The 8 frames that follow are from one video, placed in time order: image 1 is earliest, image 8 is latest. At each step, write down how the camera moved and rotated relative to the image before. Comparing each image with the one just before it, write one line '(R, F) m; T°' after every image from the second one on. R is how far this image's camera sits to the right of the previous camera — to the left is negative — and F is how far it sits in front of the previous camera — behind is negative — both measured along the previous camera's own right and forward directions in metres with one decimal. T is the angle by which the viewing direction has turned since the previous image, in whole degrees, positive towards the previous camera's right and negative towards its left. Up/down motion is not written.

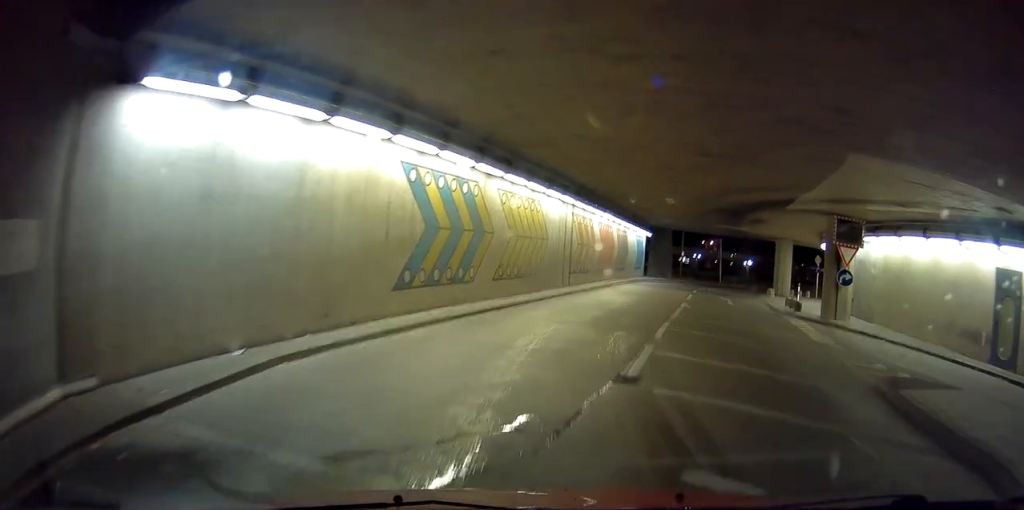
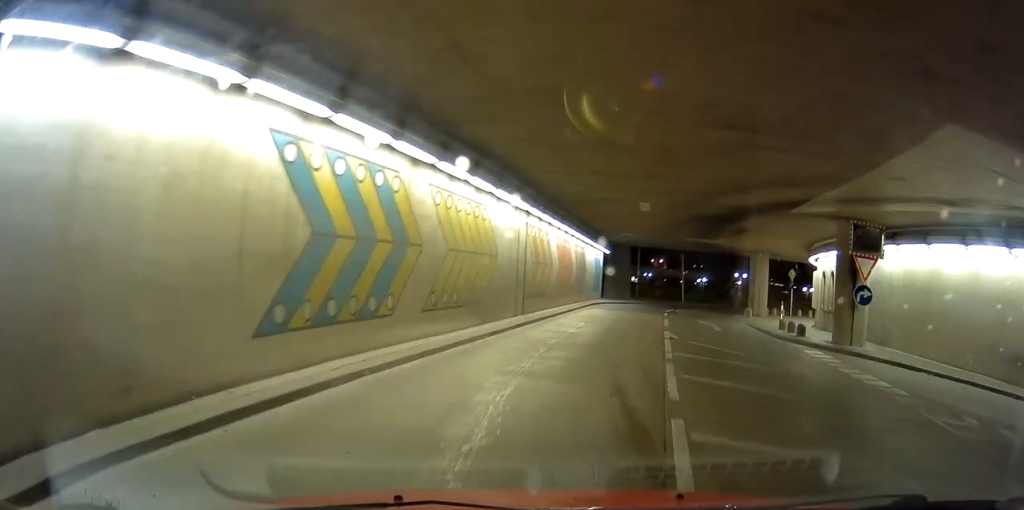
(+0.1, +3.1) m; -2°
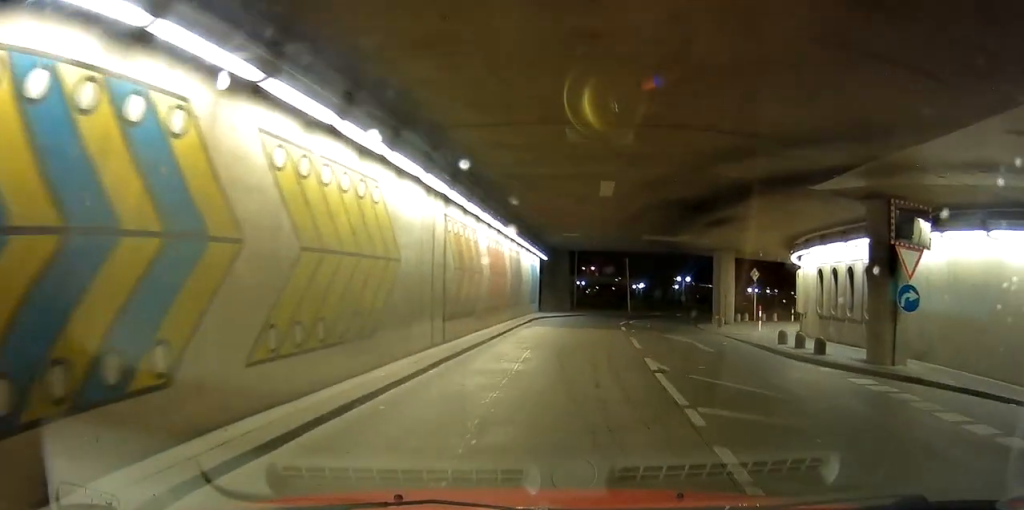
(+0.2, +3.9) m; -5°
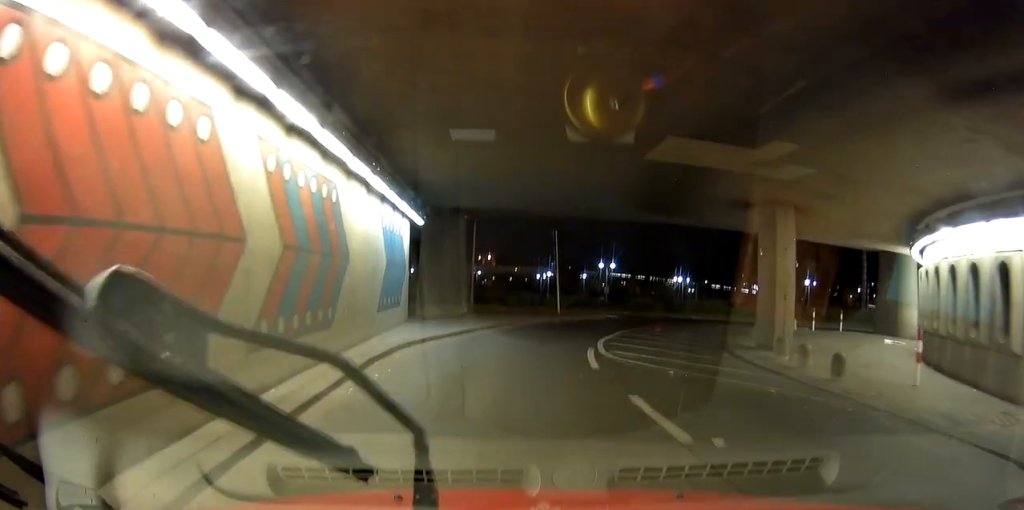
(-1.1, +12.4) m; +3°
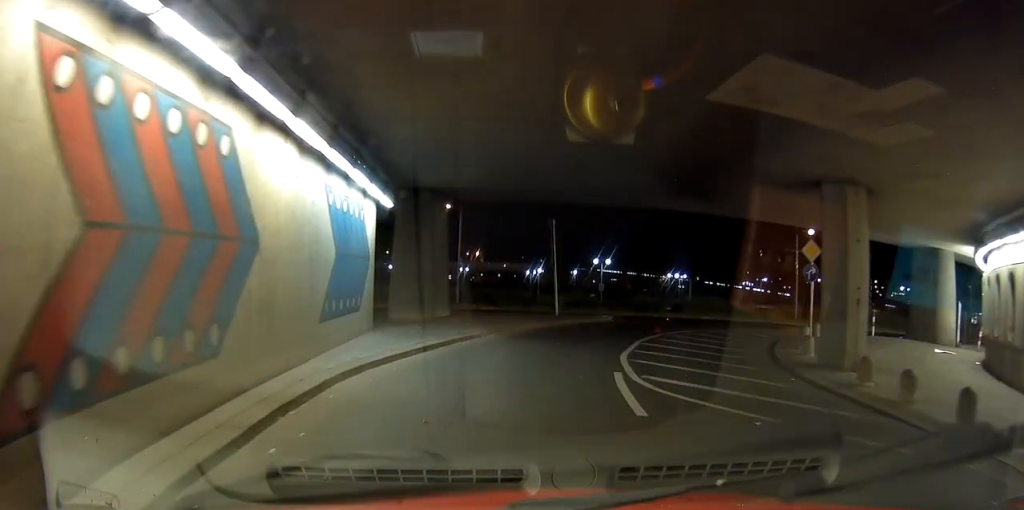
(+0.1, +3.4) m; +9°
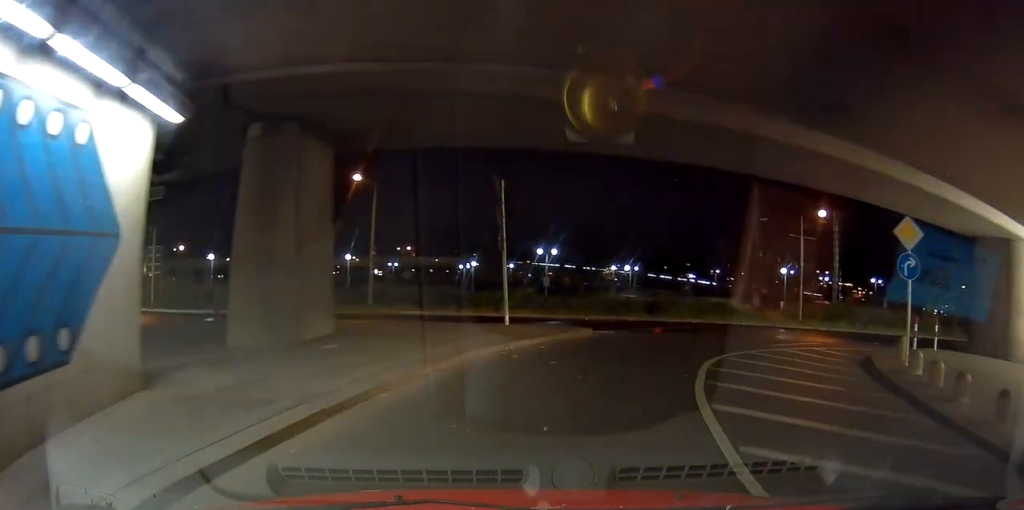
(+2.4, +7.5) m; +38°
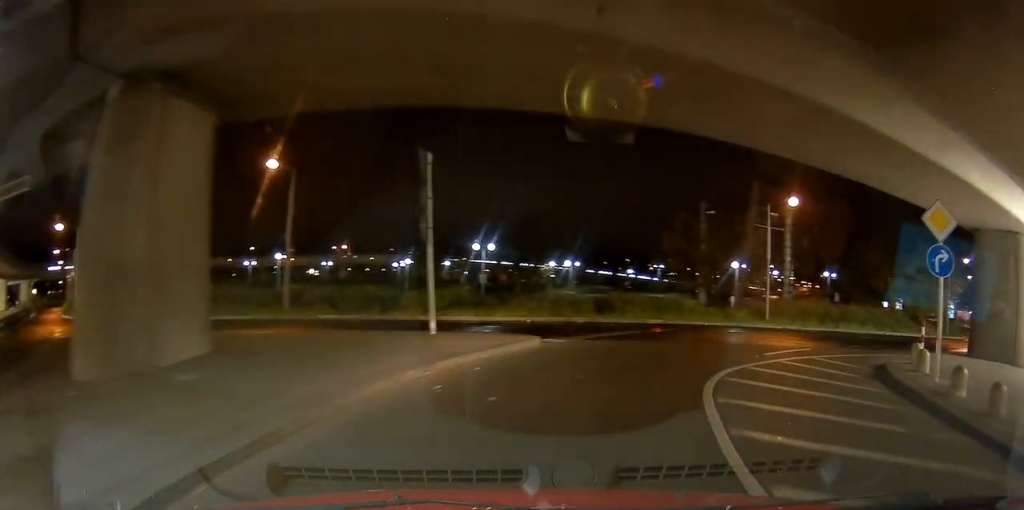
(+0.7, +4.2) m; +12°
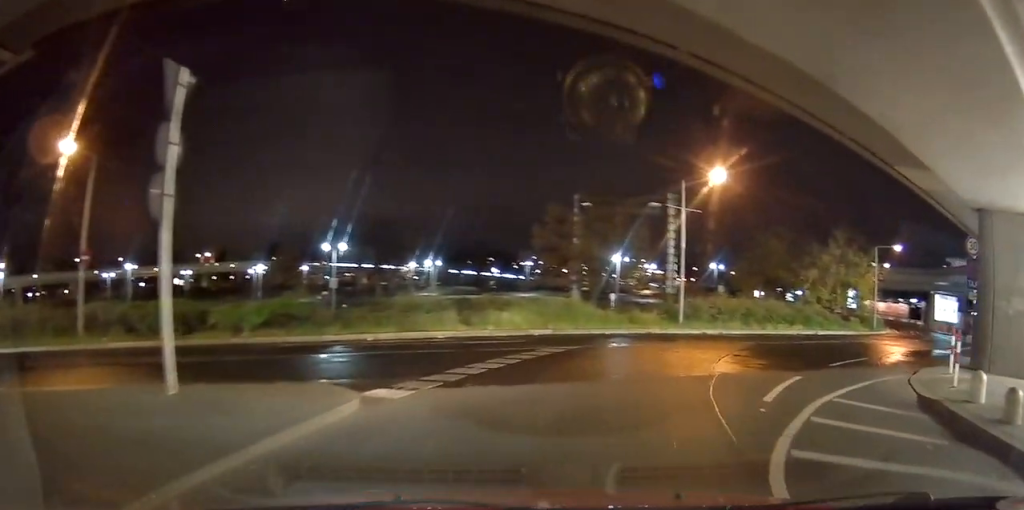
(+0.6, +9.1) m; -3°
